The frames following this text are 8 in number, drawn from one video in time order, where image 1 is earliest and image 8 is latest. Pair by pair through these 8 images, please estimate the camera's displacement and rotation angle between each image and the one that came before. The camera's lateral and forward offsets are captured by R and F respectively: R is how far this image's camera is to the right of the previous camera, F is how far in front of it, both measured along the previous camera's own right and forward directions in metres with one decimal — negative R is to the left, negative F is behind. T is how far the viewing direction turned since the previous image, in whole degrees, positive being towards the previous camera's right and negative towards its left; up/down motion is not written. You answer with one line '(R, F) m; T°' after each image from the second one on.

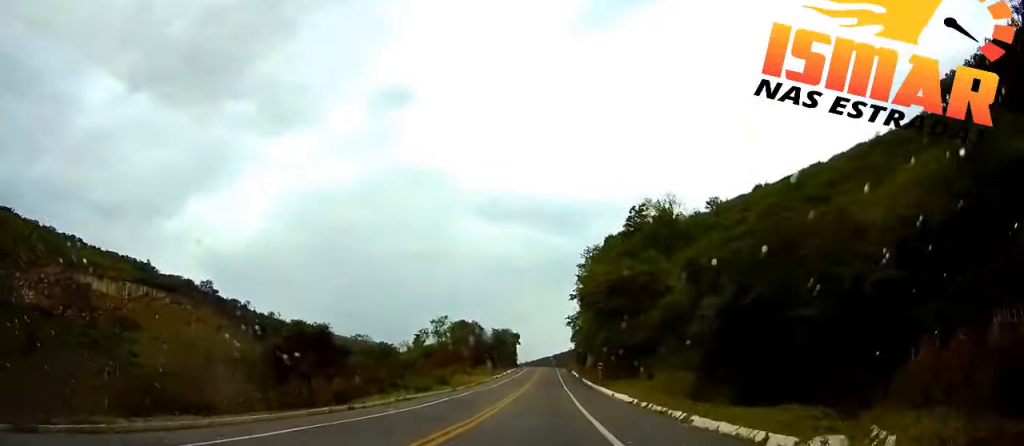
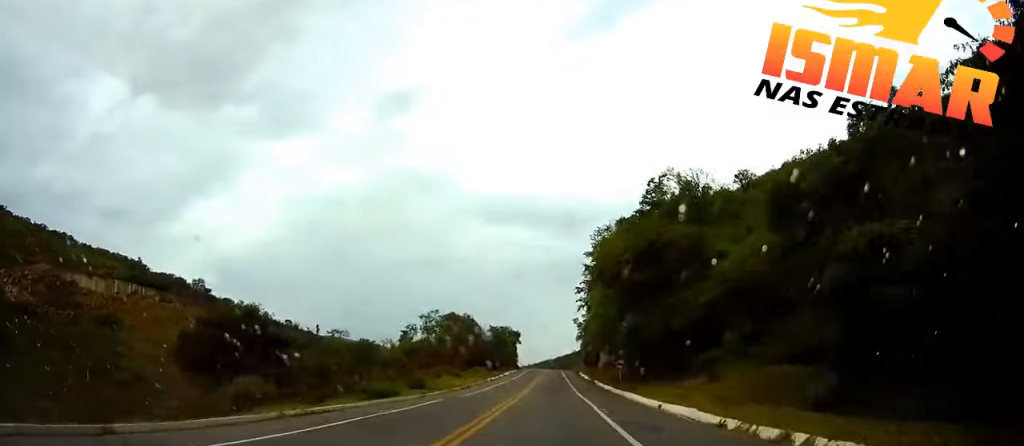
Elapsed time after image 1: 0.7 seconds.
(-0.1, +18.4) m; 0°
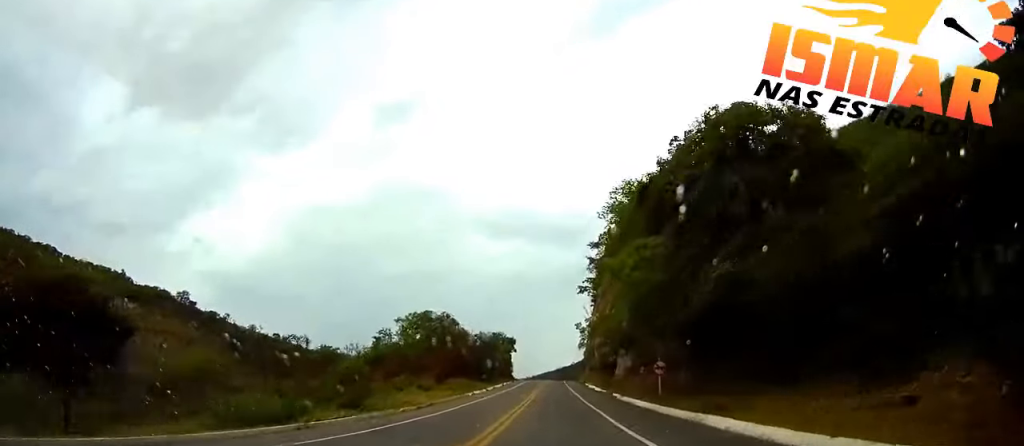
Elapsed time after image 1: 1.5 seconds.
(+0.2, +22.3) m; 0°
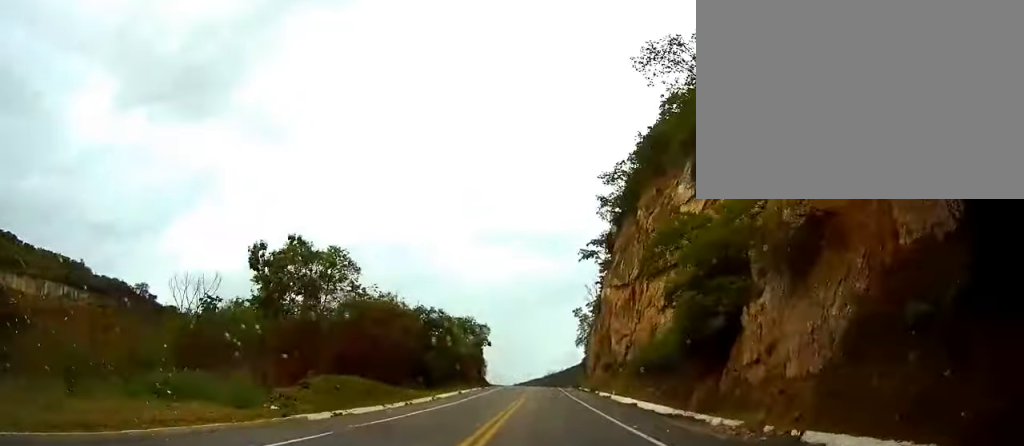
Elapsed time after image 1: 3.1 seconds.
(-0.1, +45.5) m; 0°
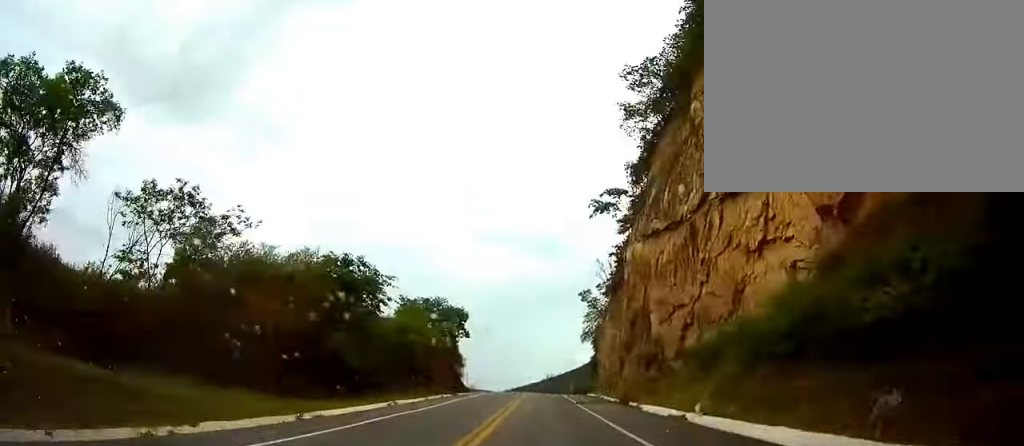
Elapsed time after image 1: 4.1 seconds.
(+0.1, +28.8) m; 0°
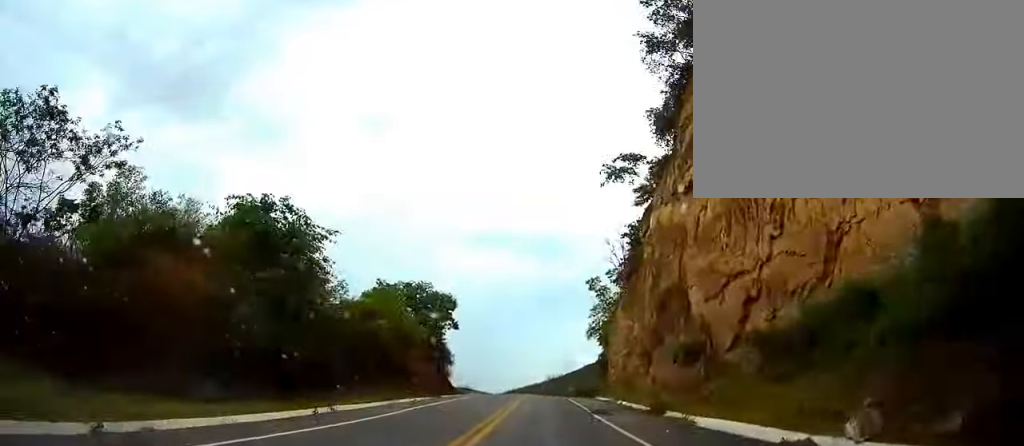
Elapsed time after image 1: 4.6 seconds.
(0.0, +12.0) m; 0°
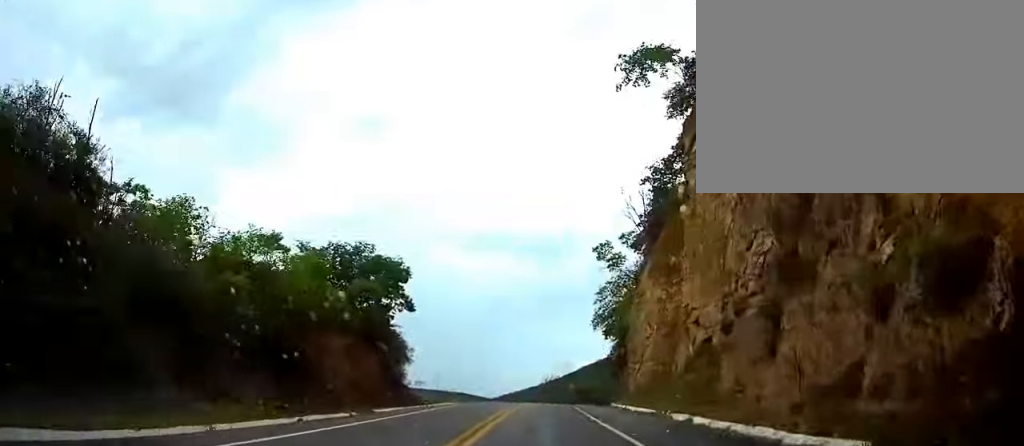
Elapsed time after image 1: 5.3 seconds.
(+0.1, +21.4) m; 0°
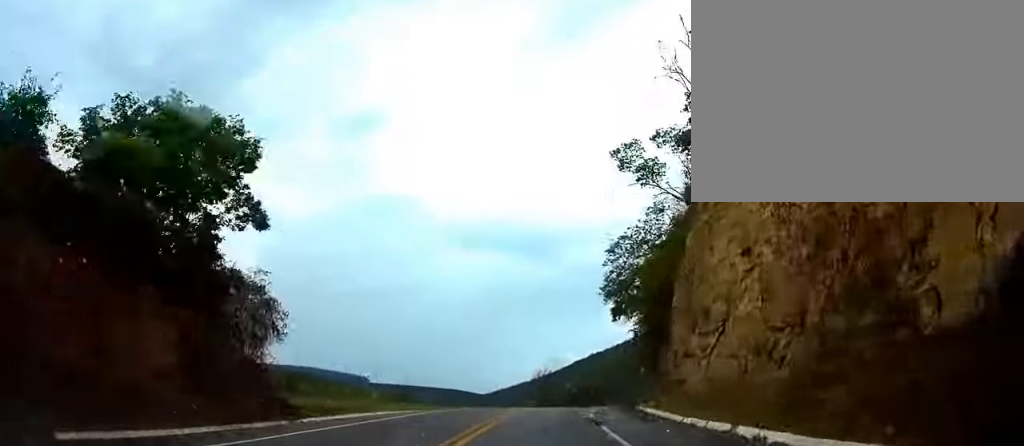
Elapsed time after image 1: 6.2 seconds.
(+0.1, +25.0) m; +1°
